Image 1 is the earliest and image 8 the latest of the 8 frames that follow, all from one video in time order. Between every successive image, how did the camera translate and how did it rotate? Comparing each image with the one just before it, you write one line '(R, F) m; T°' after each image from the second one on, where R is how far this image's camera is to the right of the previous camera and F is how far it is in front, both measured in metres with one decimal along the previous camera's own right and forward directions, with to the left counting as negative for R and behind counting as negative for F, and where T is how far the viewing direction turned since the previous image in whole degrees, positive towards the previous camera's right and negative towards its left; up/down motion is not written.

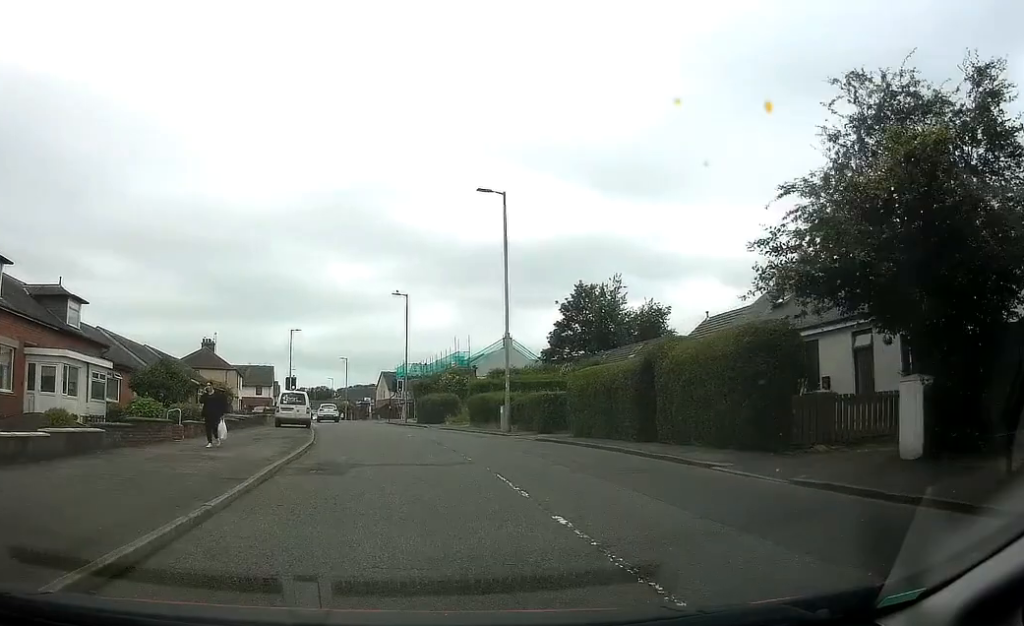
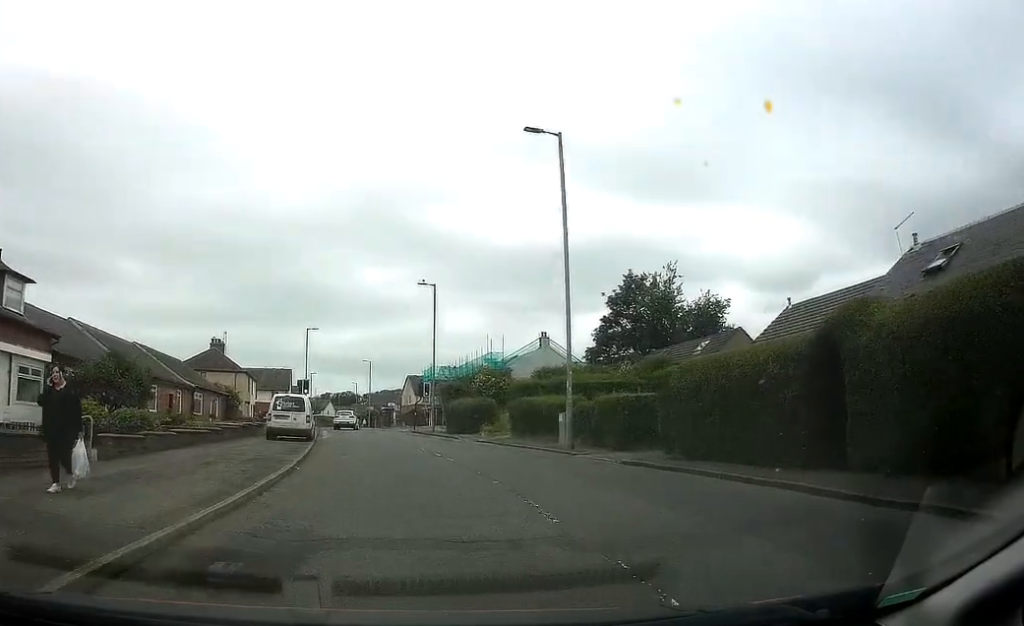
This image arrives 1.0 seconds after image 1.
(0.0, +7.3) m; -1°
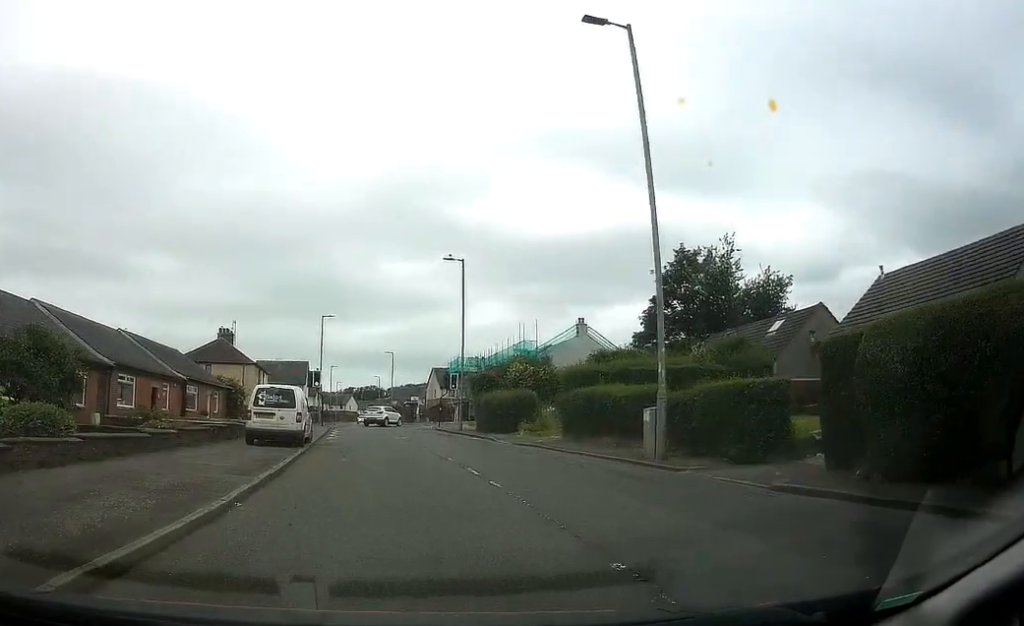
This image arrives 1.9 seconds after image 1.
(-0.1, +6.7) m; -2°
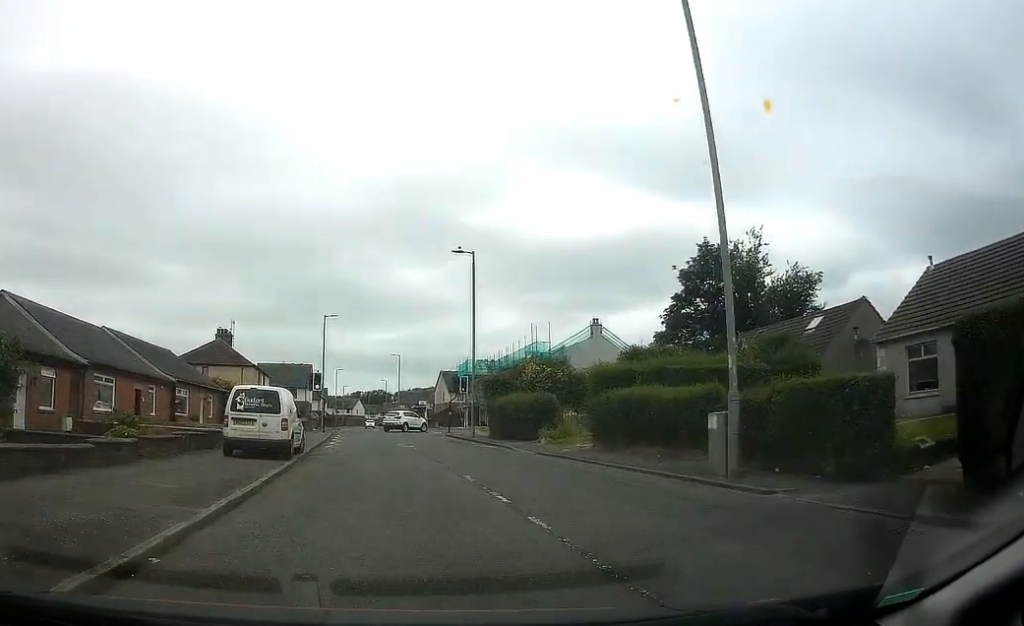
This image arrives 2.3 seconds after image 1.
(-0.2, +3.3) m; 0°
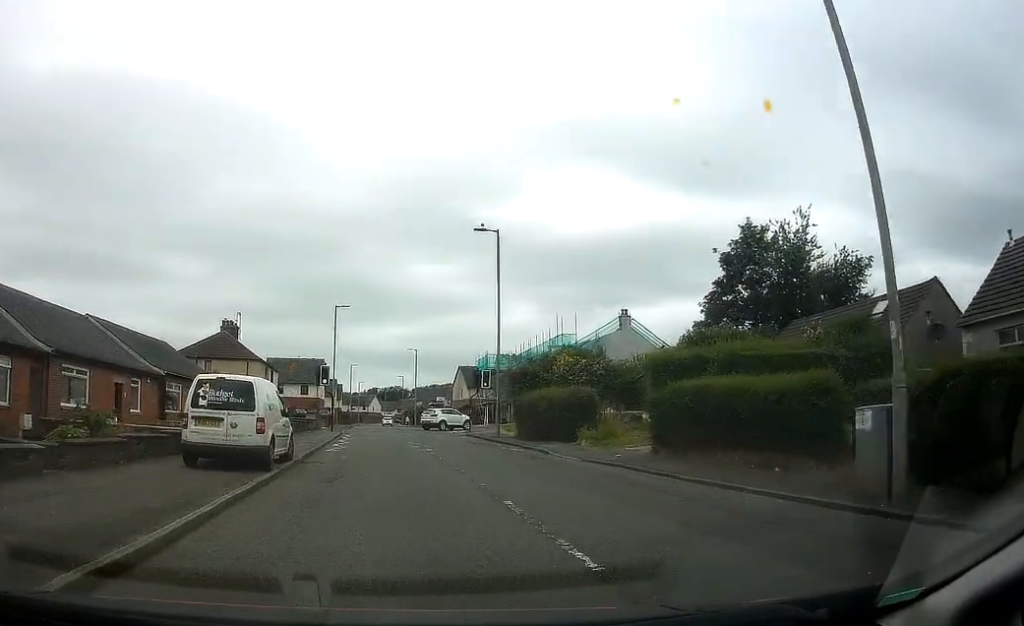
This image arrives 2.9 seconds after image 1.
(0.0, +4.2) m; 0°
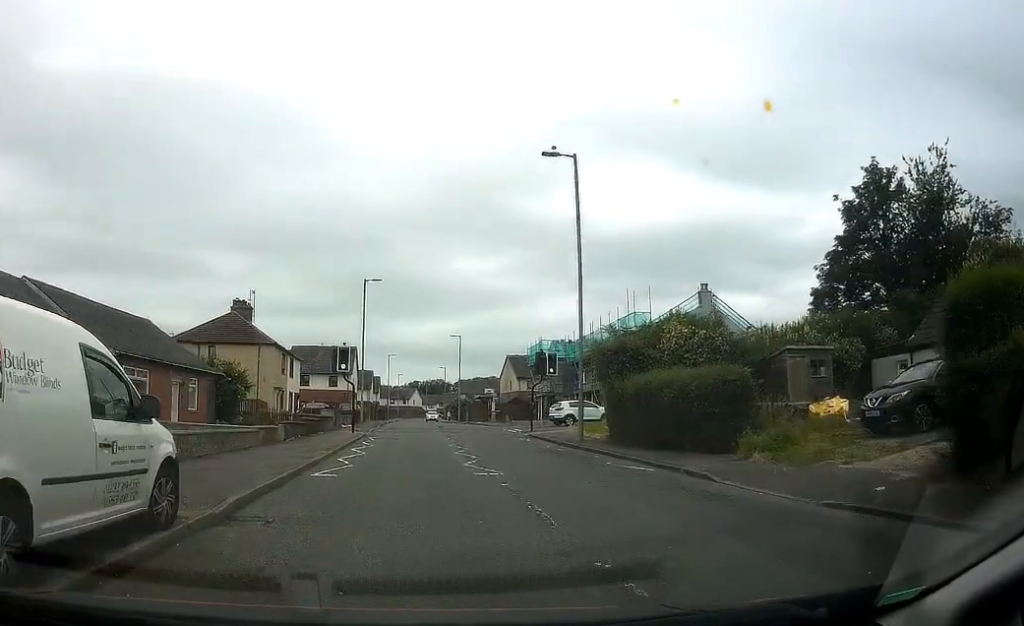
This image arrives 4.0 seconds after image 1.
(+0.1, +9.5) m; -2°
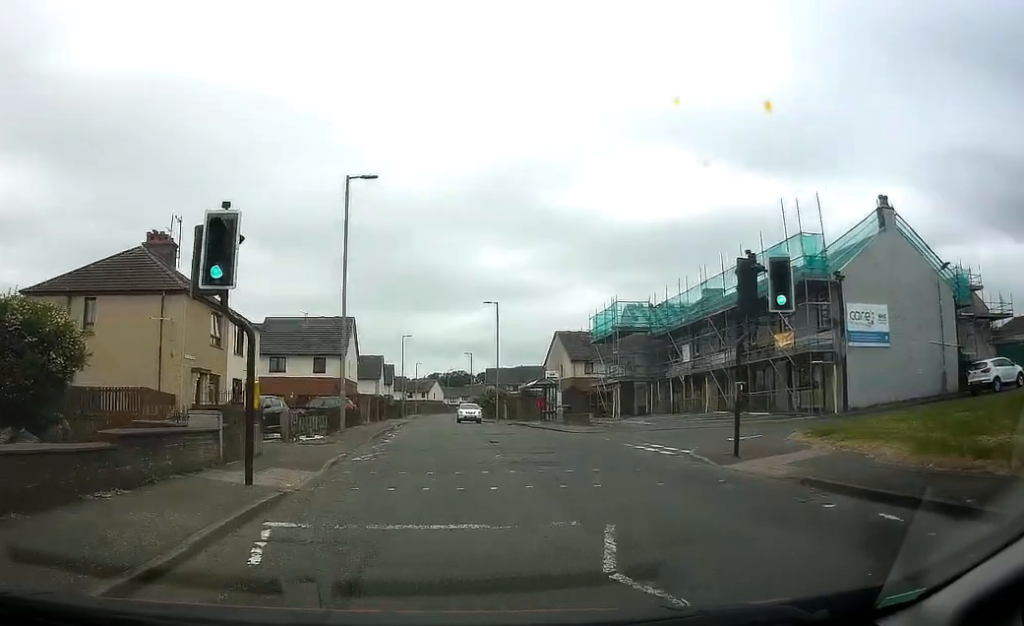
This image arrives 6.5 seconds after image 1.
(-1.0, +21.9) m; -3°
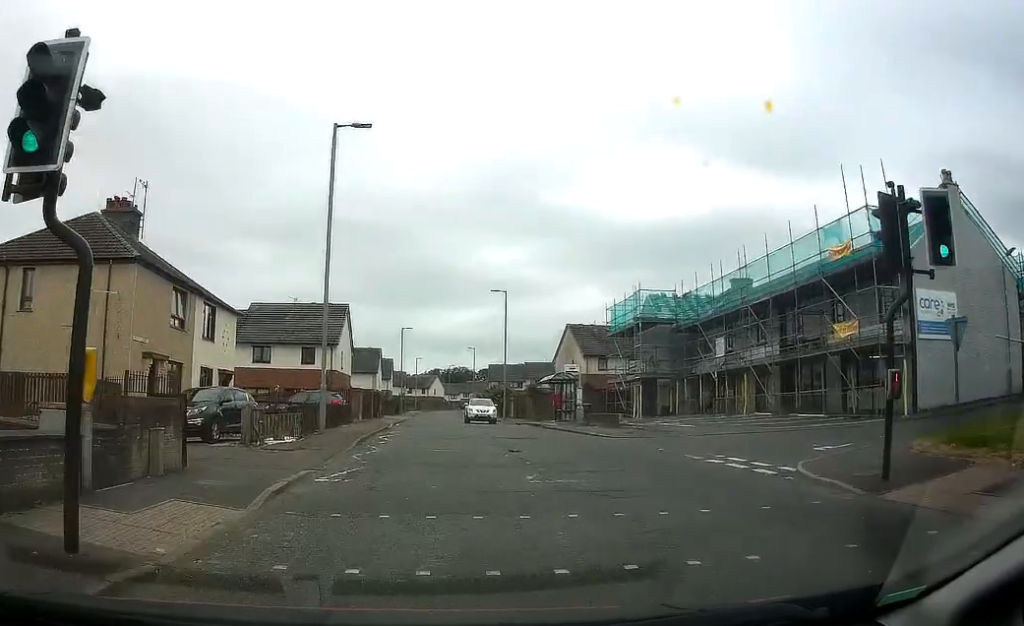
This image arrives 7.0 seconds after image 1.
(-0.1, +5.1) m; 0°
